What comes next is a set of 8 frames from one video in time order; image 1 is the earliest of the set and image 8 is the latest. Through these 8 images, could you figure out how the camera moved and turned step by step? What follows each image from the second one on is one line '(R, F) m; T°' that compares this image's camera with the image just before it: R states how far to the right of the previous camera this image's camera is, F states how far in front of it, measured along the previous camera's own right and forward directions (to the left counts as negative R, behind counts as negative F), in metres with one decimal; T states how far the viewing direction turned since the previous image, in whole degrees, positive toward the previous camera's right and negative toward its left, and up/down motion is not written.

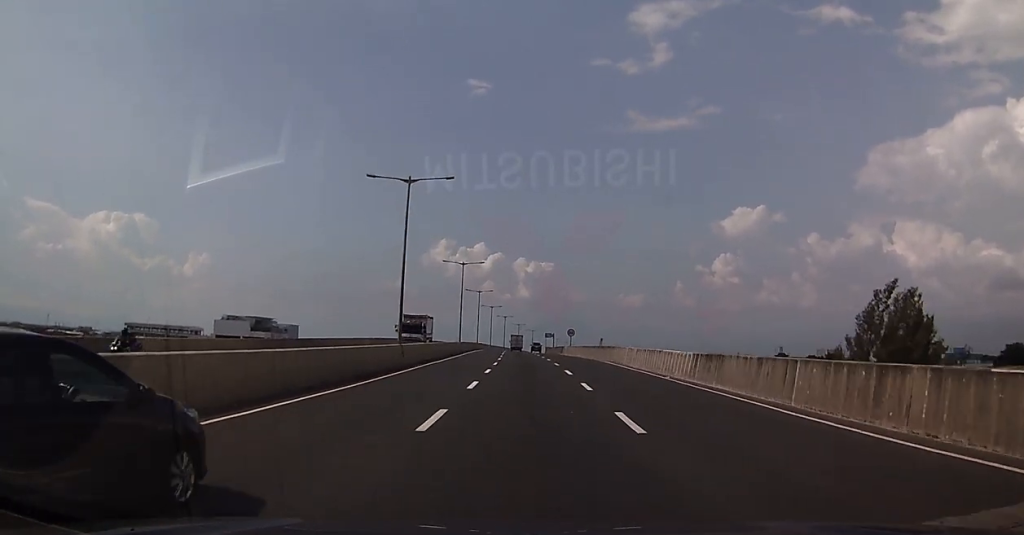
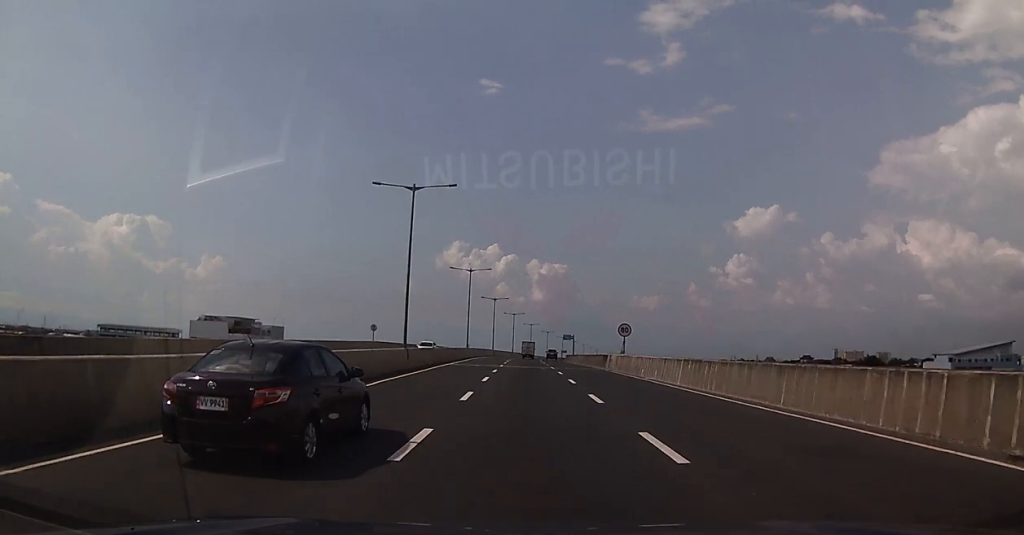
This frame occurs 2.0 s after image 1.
(-1.3, +39.4) m; -4°
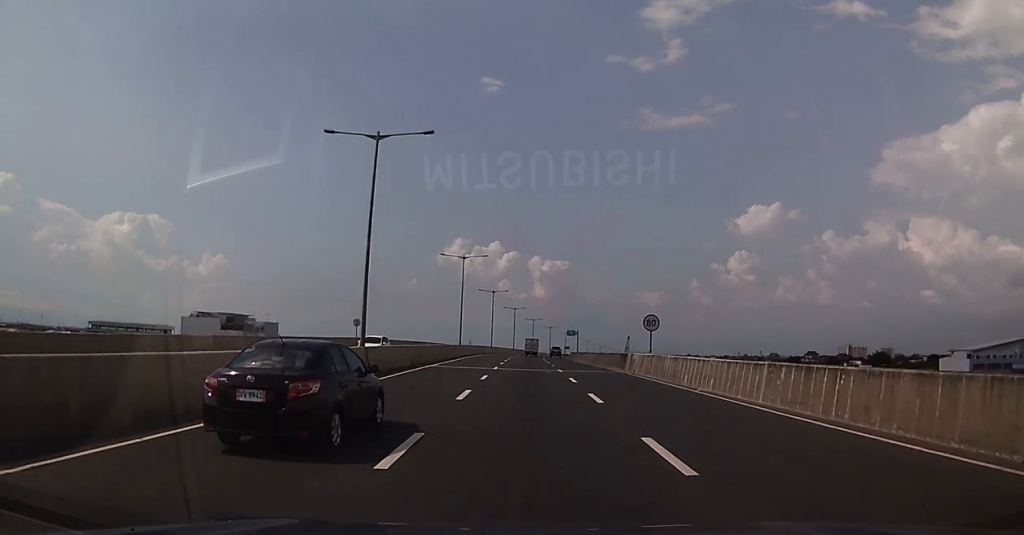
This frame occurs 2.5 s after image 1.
(0.0, +9.7) m; +1°
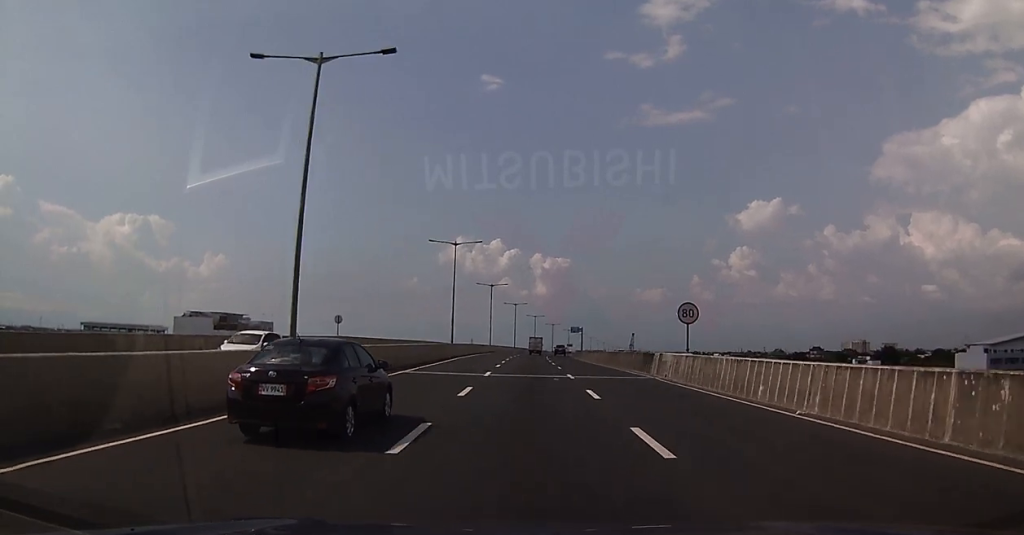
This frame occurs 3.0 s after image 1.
(0.0, +8.4) m; 0°
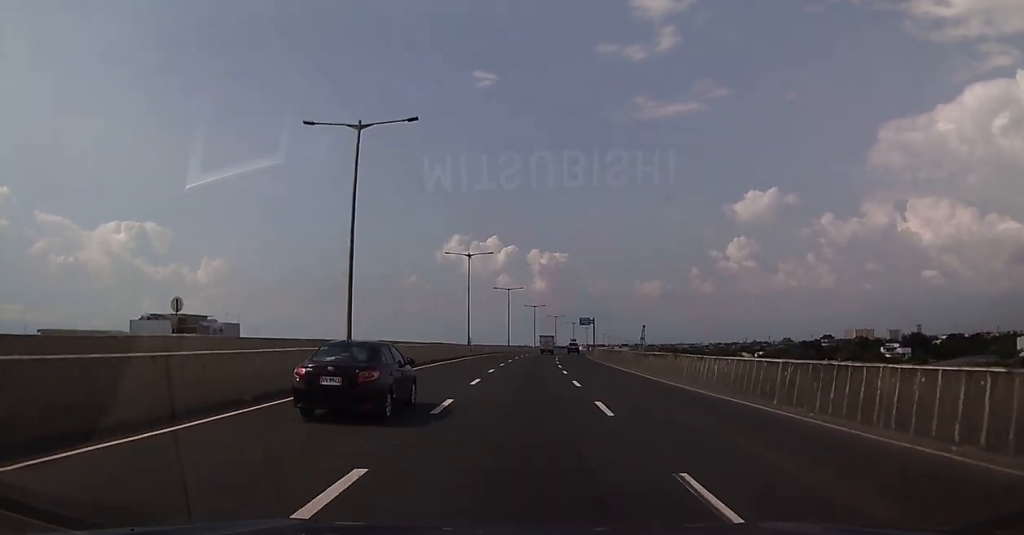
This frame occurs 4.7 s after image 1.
(-0.2, +34.0) m; 0°
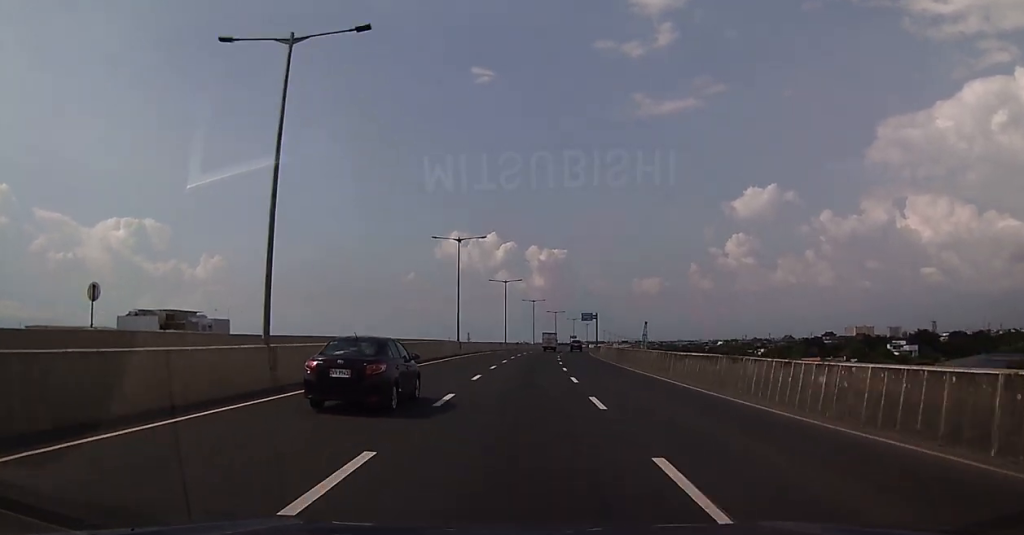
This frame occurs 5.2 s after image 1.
(+0.2, +8.3) m; 0°
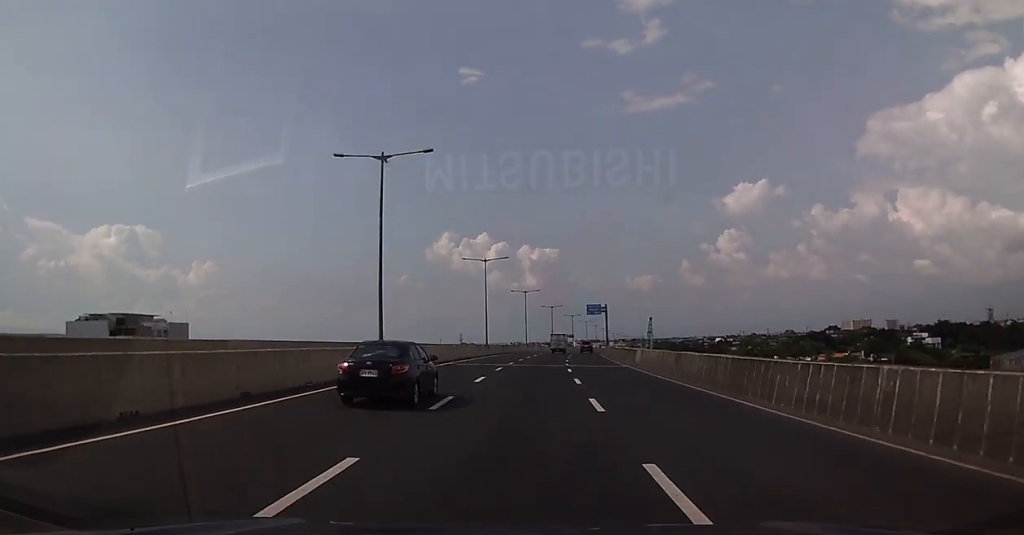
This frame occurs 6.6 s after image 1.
(+0.1, +27.5) m; 0°
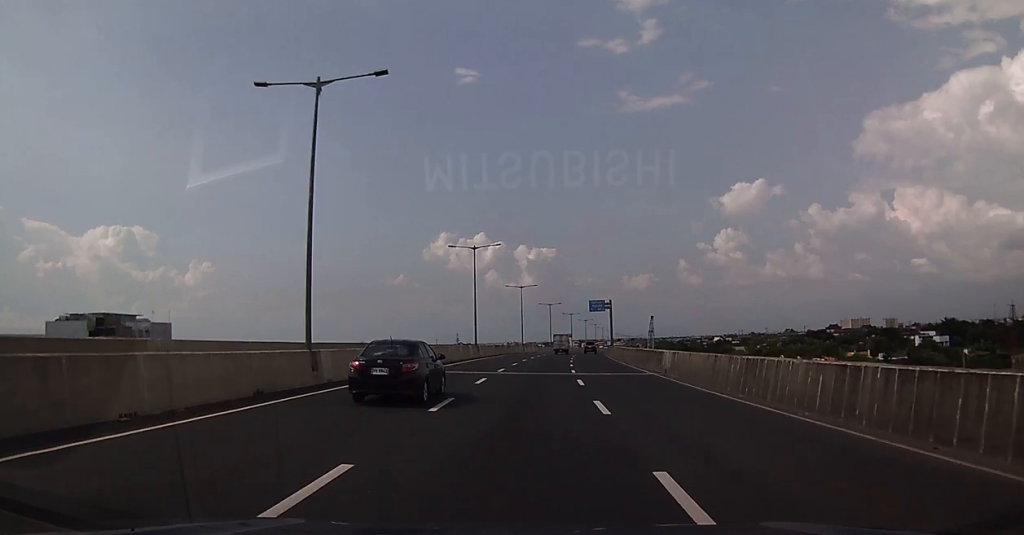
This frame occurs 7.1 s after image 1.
(0.0, +9.7) m; 0°
